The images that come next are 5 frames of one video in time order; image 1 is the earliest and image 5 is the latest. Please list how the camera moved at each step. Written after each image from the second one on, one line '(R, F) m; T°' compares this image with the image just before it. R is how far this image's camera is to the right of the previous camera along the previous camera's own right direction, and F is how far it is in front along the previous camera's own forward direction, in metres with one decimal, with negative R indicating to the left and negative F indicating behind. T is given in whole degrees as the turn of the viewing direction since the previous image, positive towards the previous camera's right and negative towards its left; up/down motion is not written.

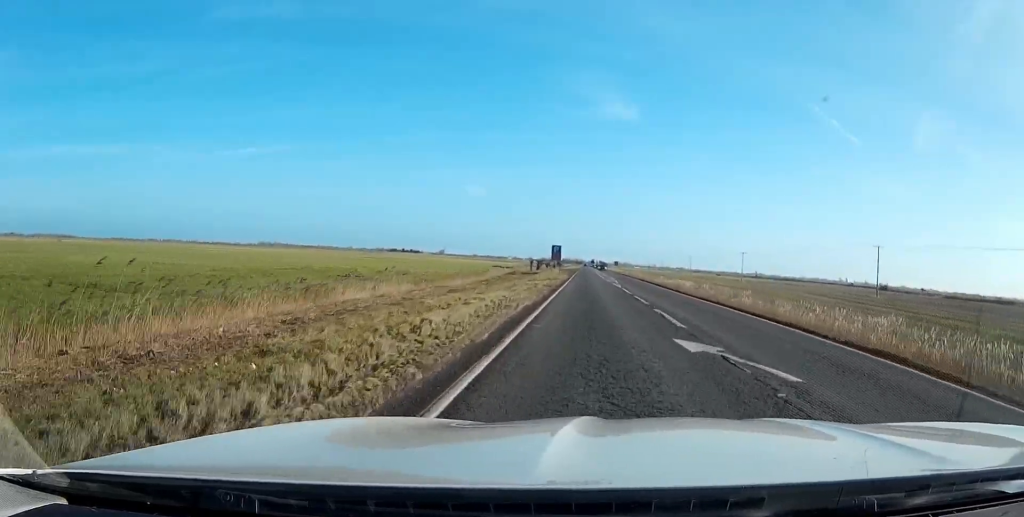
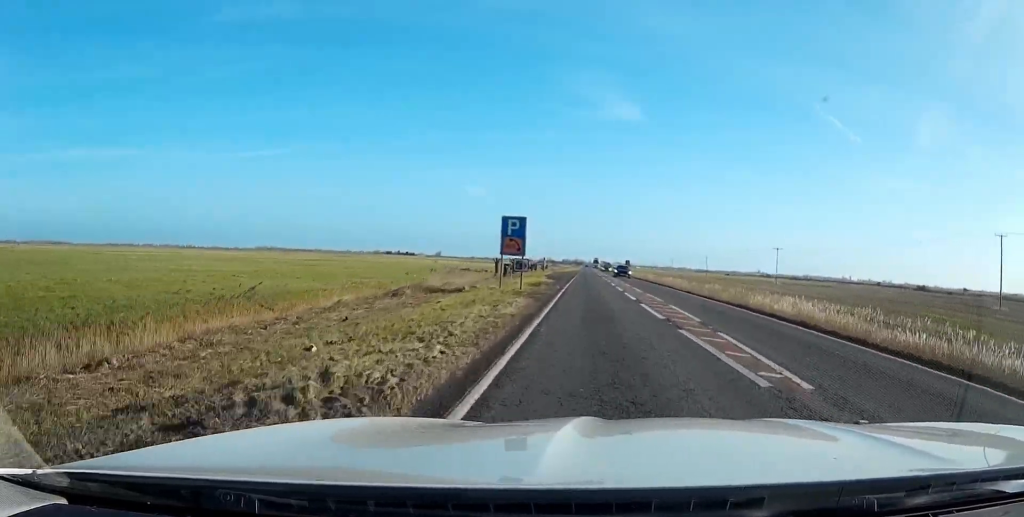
(0.0, +45.8) m; 0°
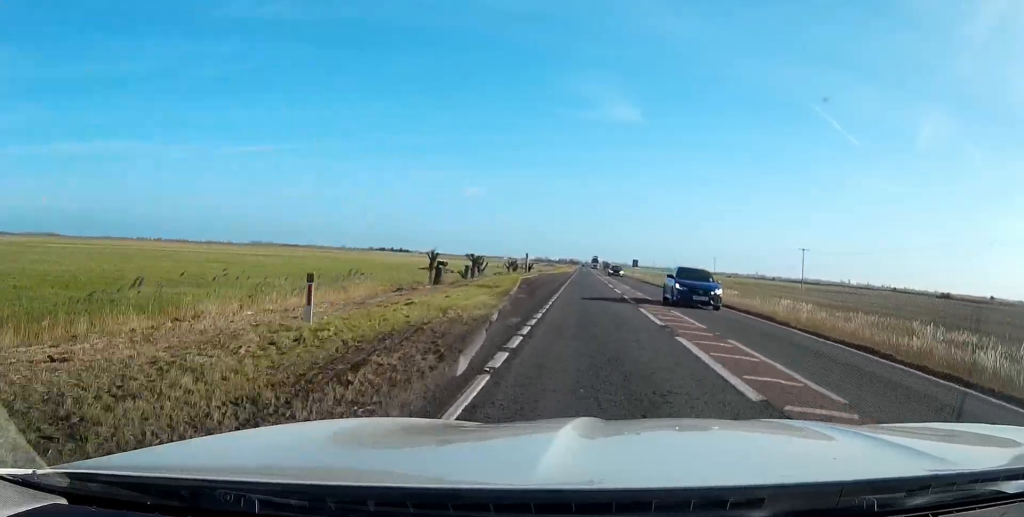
(0.0, +28.0) m; 0°
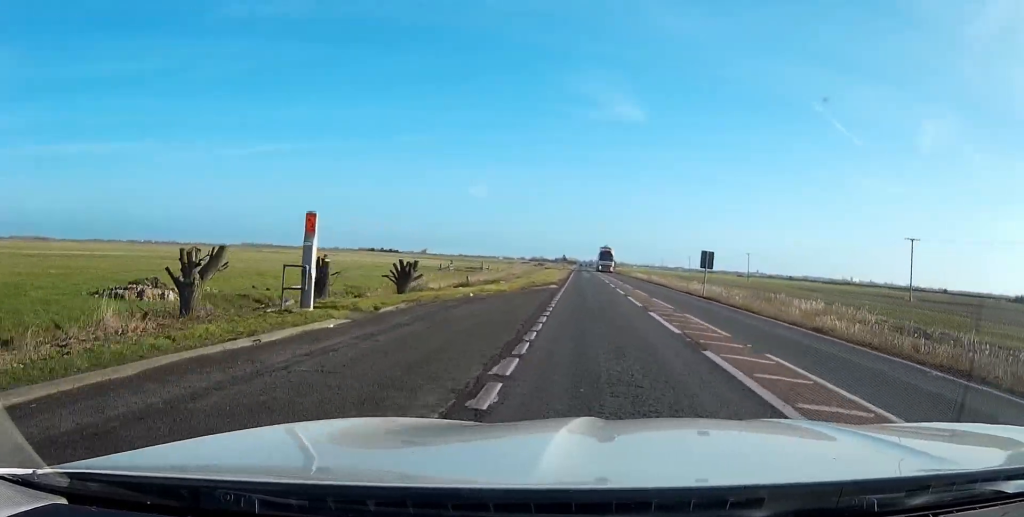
(0.0, +64.5) m; 0°
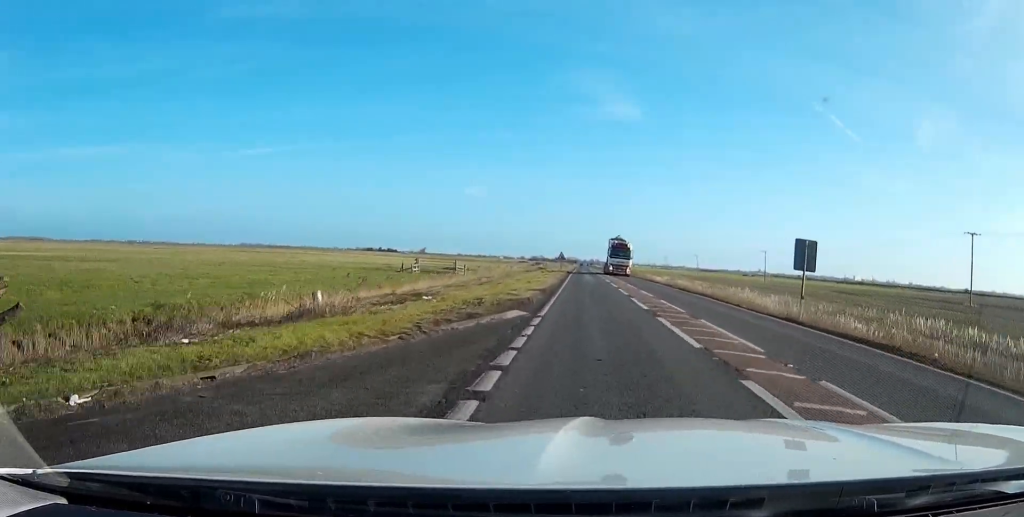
(+0.1, +21.2) m; 0°
